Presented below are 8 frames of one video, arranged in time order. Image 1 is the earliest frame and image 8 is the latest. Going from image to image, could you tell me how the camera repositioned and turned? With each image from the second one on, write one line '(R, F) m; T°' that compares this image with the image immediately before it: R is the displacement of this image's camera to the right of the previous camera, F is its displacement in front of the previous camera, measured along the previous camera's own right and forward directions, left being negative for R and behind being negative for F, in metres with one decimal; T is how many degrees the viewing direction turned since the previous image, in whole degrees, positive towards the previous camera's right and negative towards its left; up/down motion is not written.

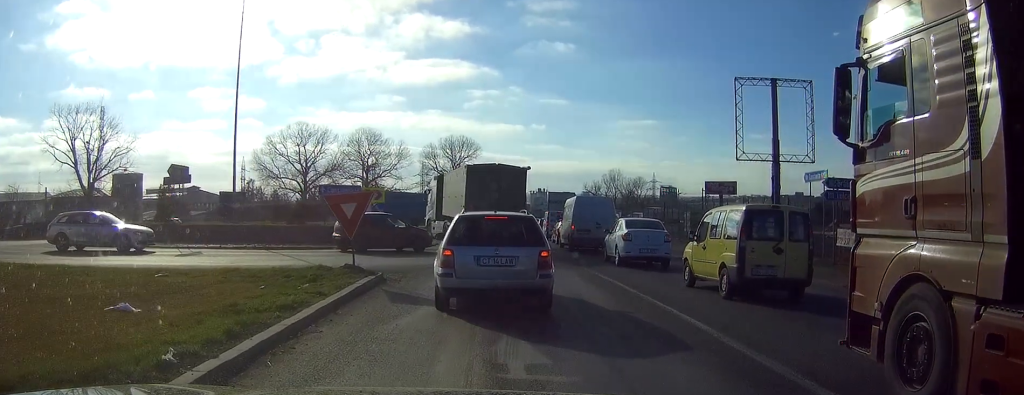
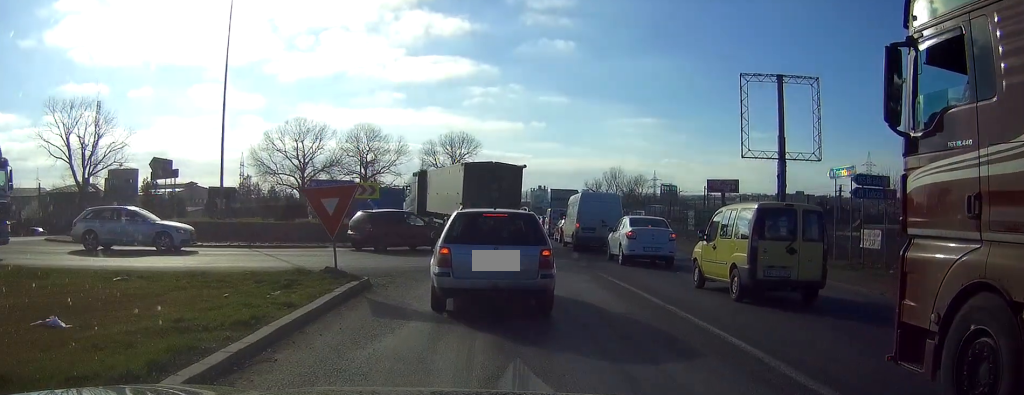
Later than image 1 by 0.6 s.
(0.0, +1.9) m; 0°
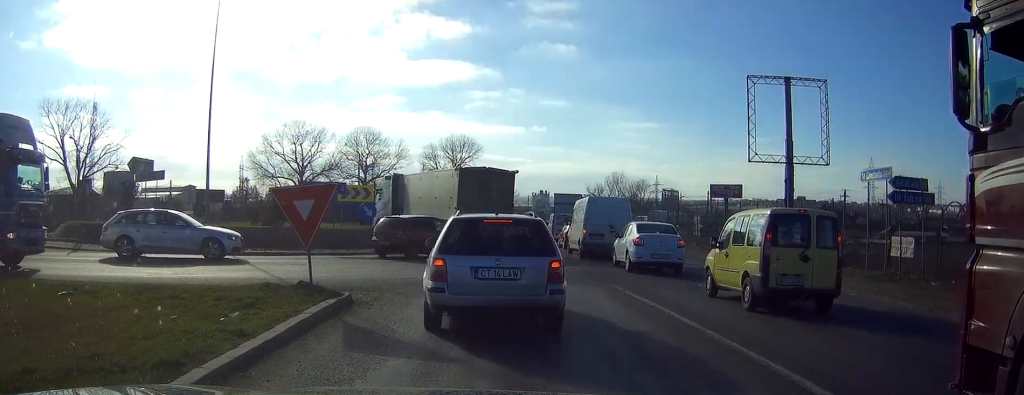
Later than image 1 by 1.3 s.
(0.0, +2.2) m; 0°
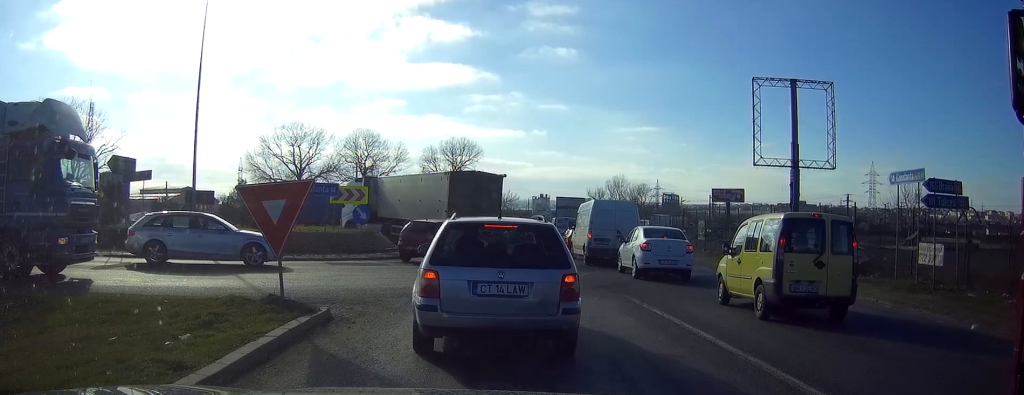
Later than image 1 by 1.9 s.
(0.0, +1.5) m; +2°
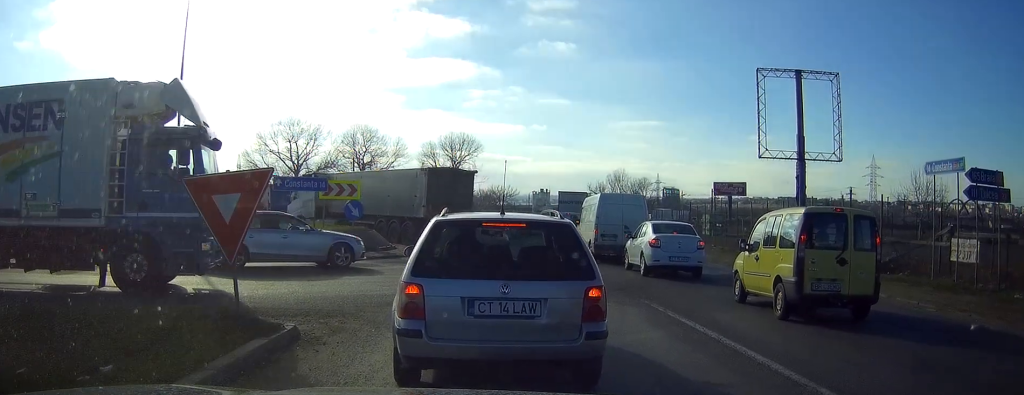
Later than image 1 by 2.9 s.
(+0.1, +1.9) m; +2°
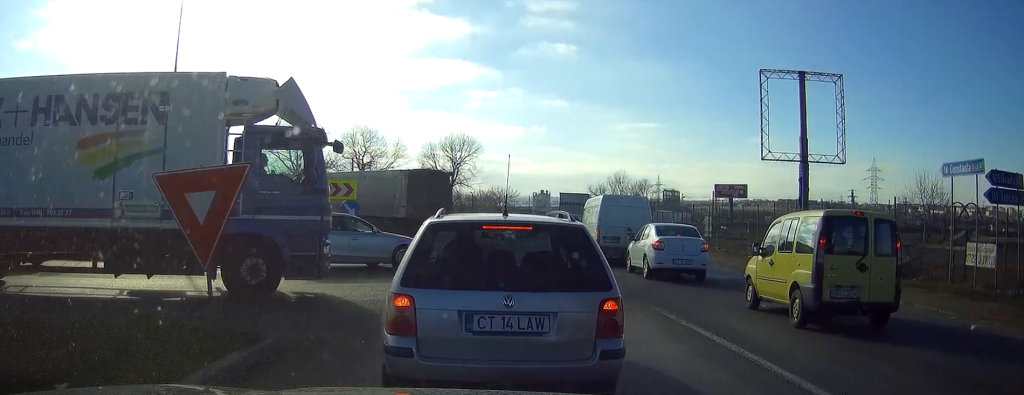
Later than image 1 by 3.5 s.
(+0.1, +0.9) m; 0°
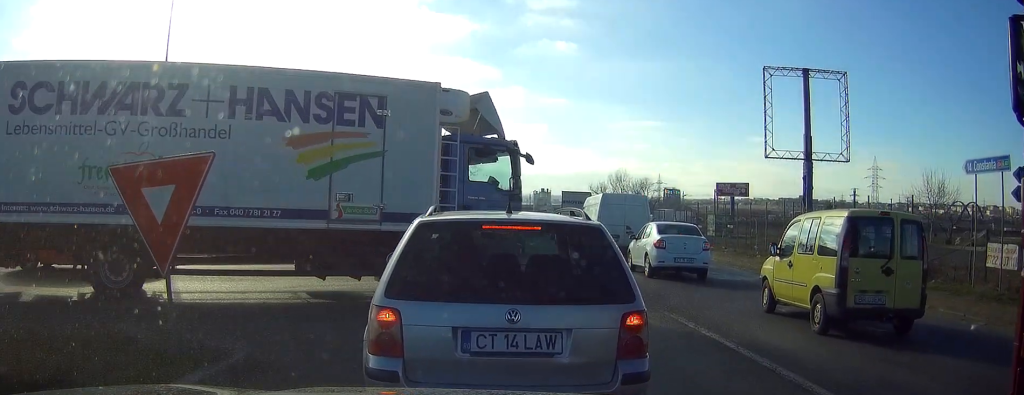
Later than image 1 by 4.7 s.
(+0.1, +1.1) m; 0°
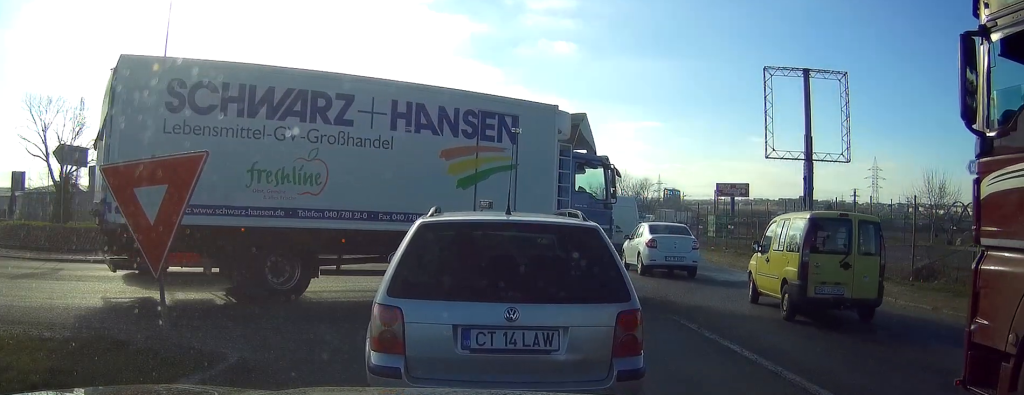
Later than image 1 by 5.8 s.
(+0.2, +0.6) m; 0°
